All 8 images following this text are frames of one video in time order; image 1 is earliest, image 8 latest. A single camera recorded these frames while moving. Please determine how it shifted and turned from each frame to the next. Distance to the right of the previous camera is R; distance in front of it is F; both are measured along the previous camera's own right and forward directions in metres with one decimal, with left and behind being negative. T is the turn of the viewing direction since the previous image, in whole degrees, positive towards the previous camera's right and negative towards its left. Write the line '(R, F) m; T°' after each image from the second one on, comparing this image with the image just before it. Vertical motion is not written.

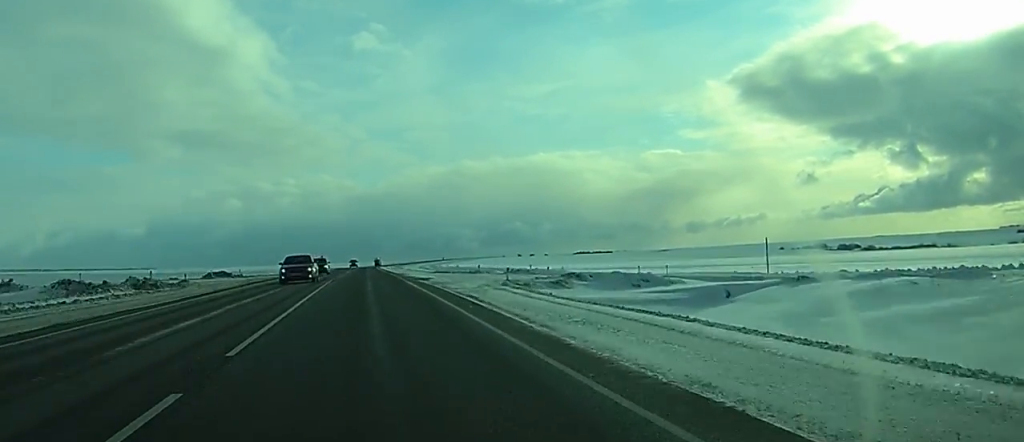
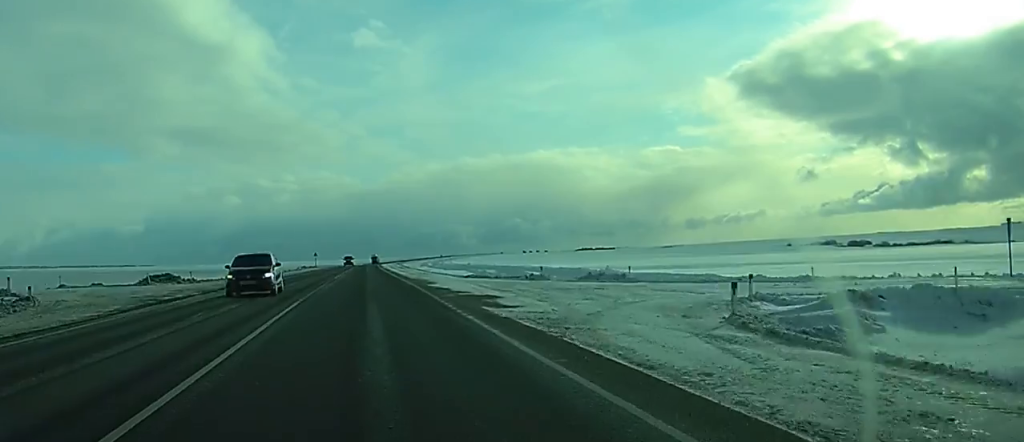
(-0.2, +23.9) m; 0°
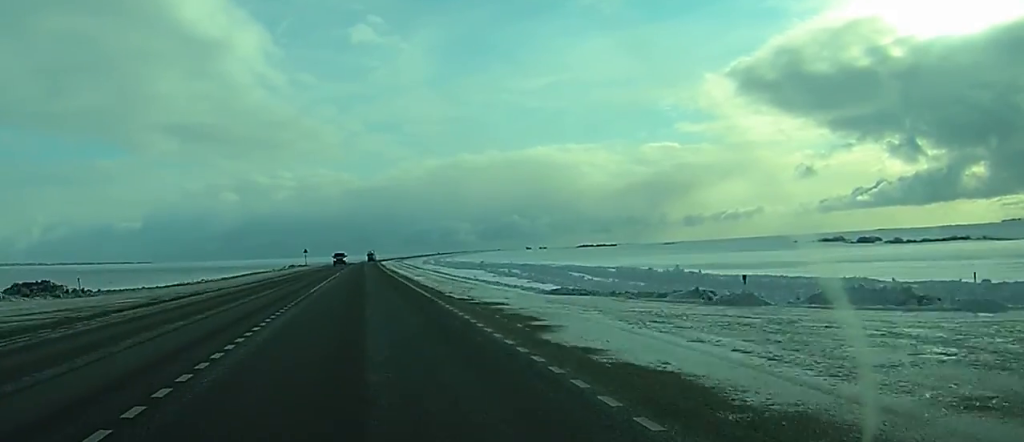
(+0.1, +23.7) m; +1°
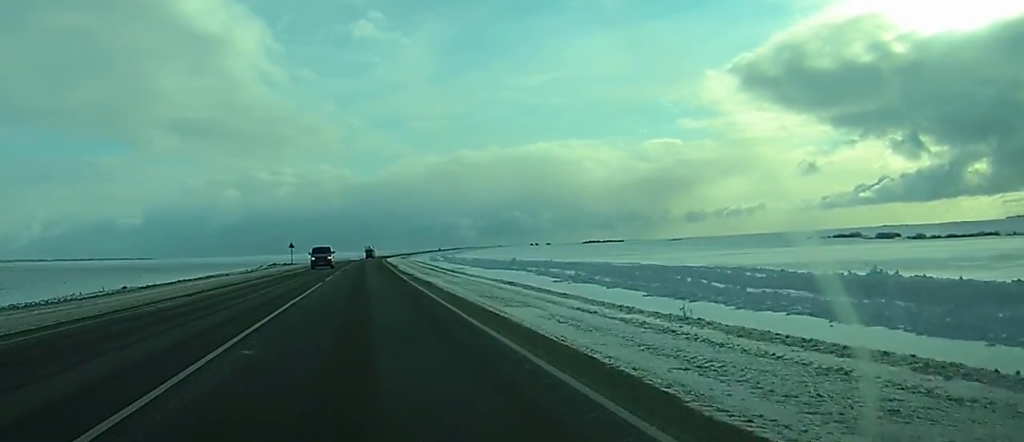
(+0.2, +31.7) m; 0°
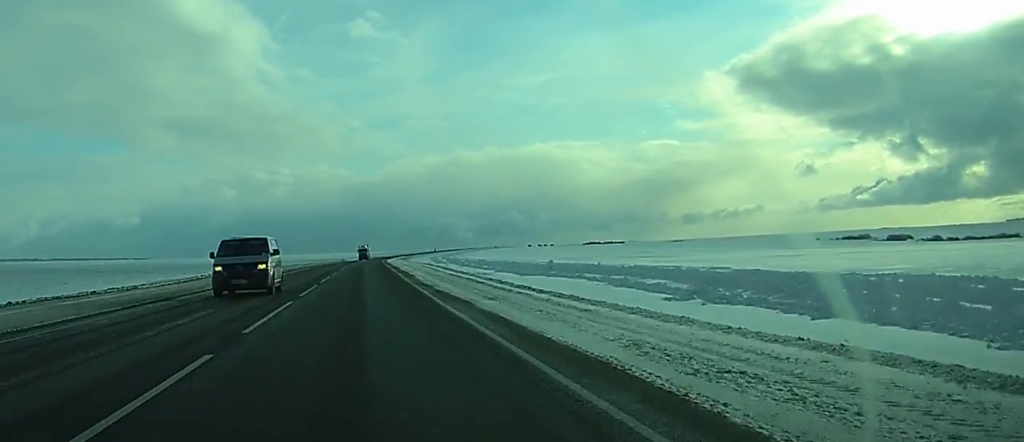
(-0.1, +26.3) m; 0°
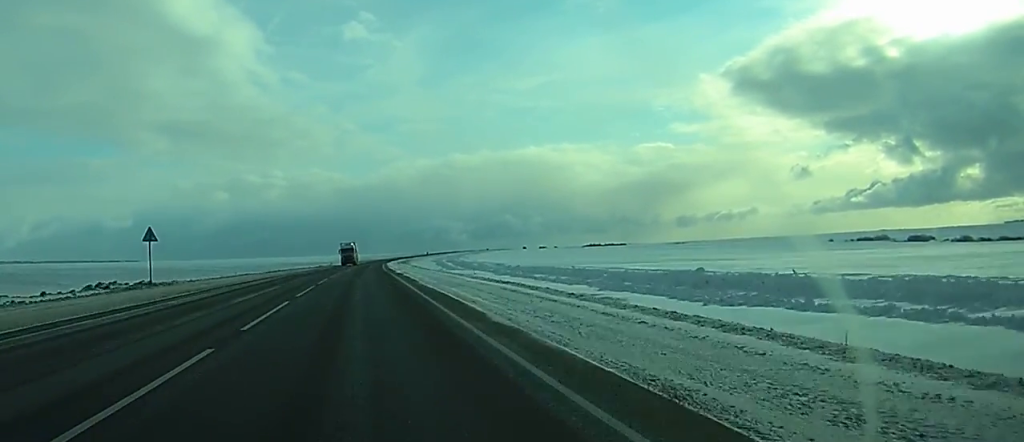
(0.0, +45.2) m; +1°
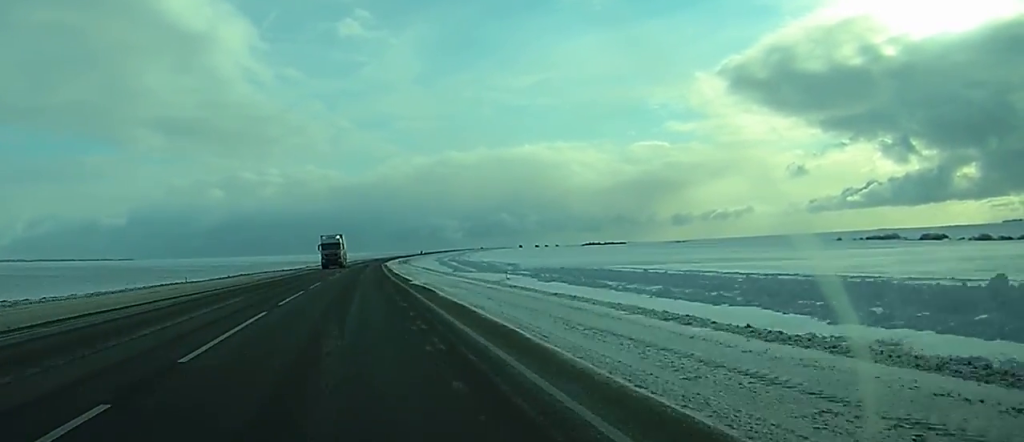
(+0.2, +27.3) m; +1°
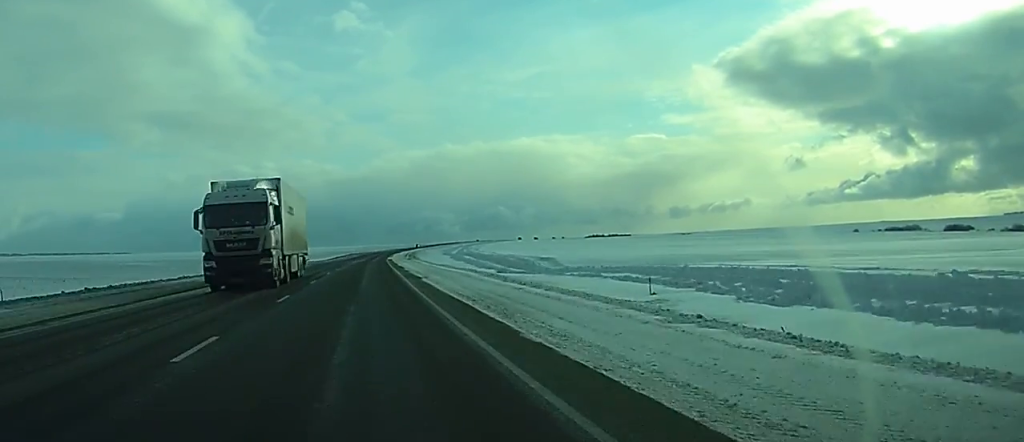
(+0.3, +40.9) m; +1°
